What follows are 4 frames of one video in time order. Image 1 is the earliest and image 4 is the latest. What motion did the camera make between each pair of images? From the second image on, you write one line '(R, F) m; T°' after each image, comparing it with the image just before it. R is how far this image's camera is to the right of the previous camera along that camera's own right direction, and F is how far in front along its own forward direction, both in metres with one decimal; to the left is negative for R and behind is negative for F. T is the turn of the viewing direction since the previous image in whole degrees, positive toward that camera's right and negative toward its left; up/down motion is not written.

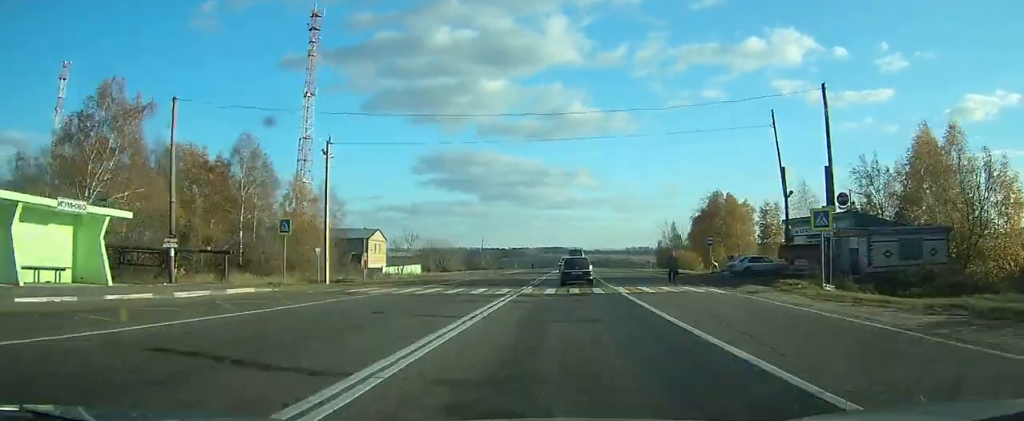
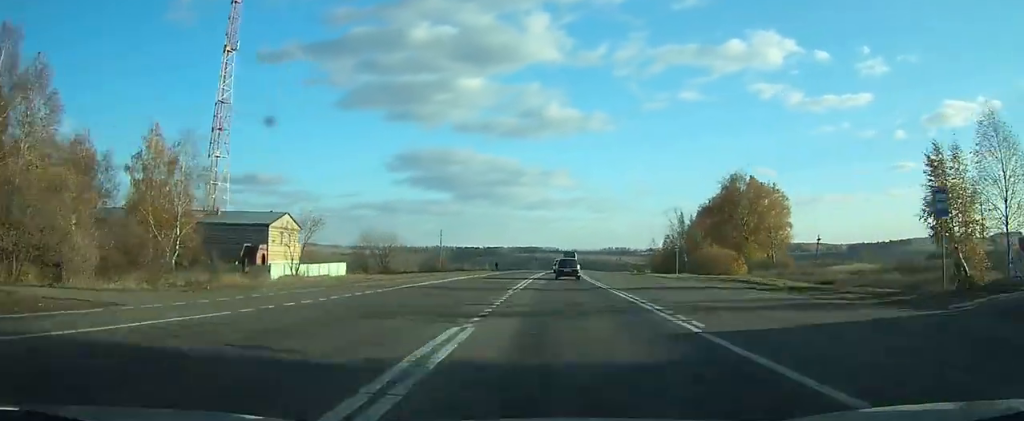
(+0.6, +36.4) m; +2°
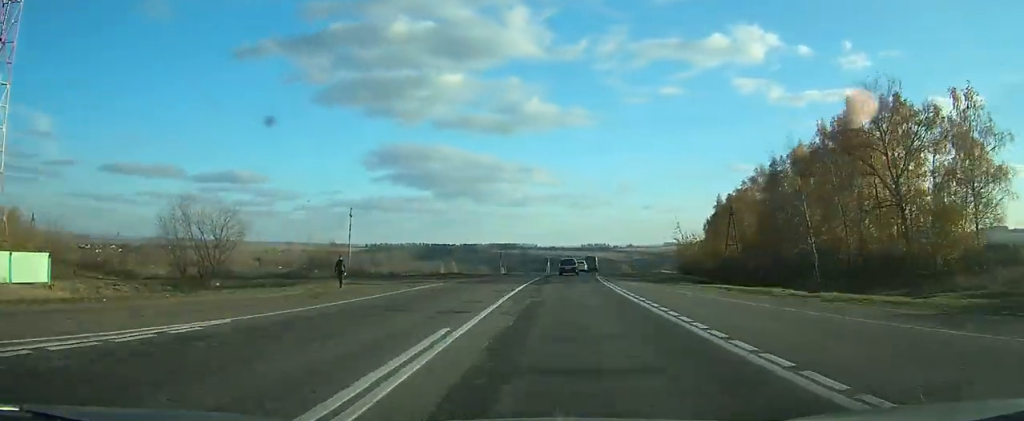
(+1.4, +57.1) m; +3°
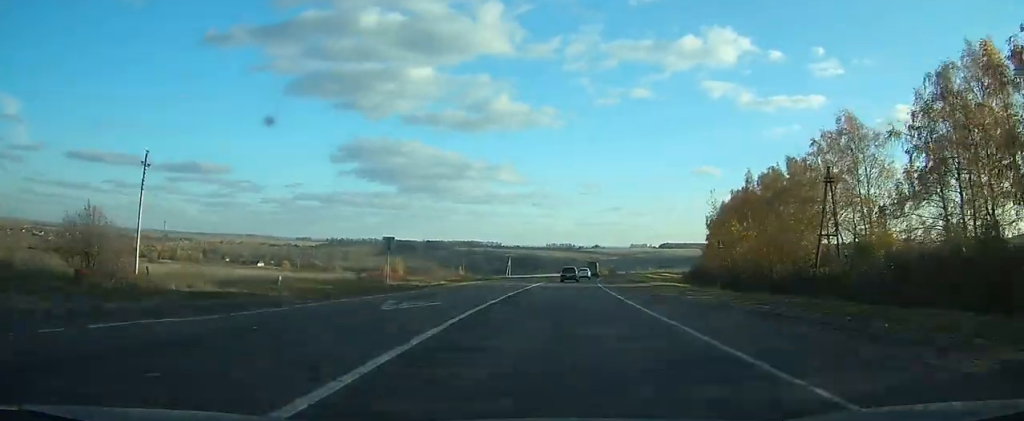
(+0.9, +48.2) m; +3°
